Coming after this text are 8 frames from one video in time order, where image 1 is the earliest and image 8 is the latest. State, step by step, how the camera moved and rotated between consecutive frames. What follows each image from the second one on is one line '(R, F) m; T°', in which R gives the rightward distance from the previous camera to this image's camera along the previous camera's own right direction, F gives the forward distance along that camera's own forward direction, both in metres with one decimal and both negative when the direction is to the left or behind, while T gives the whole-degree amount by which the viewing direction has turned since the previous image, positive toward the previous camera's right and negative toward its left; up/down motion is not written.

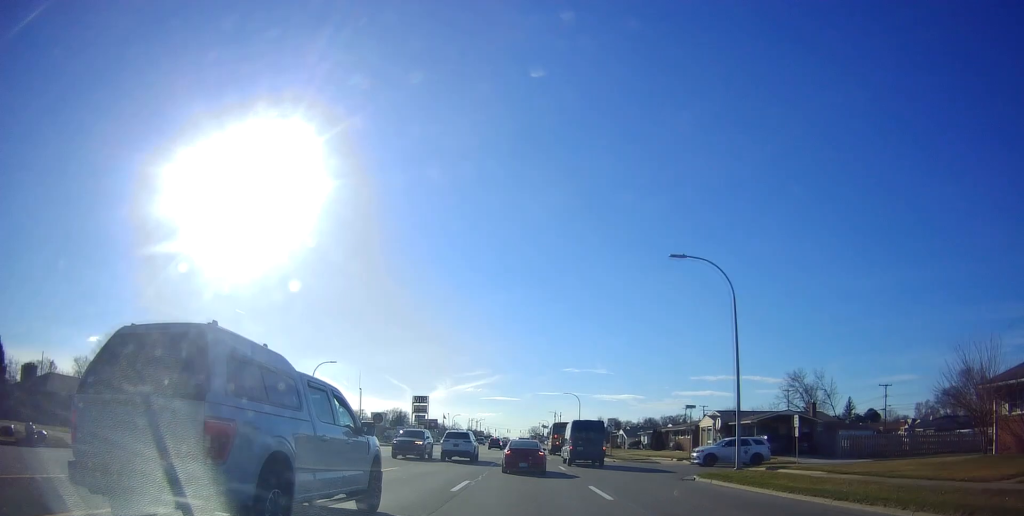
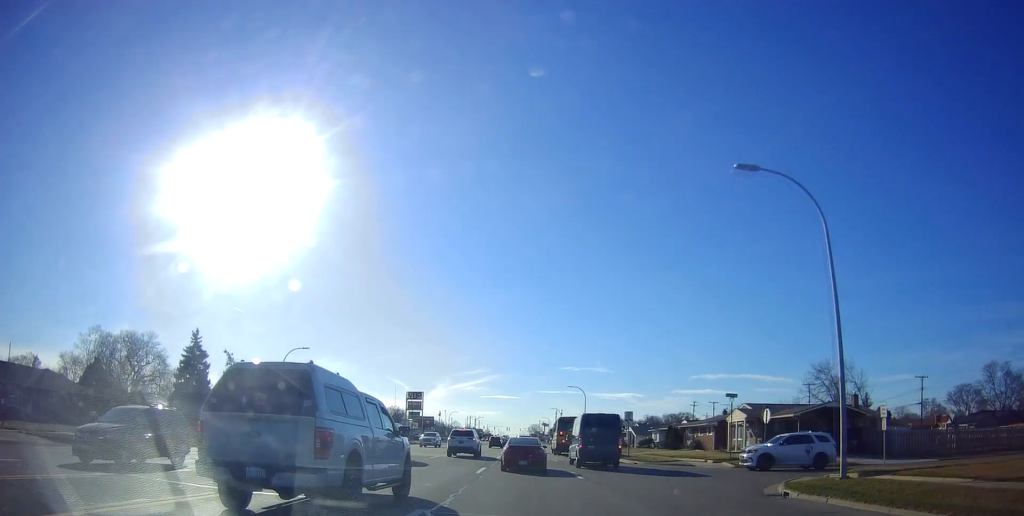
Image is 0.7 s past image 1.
(-0.1, +9.7) m; -1°
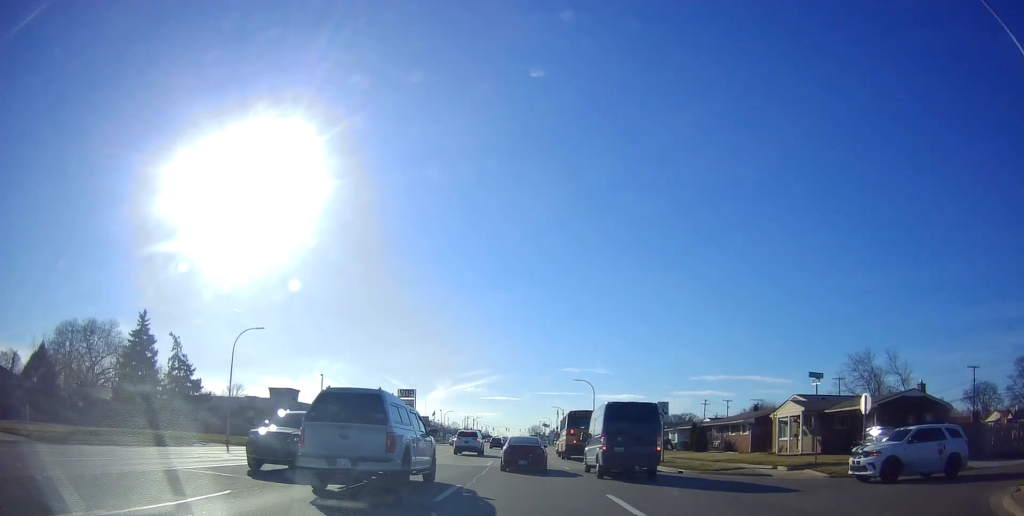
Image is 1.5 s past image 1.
(-0.1, +11.4) m; 0°
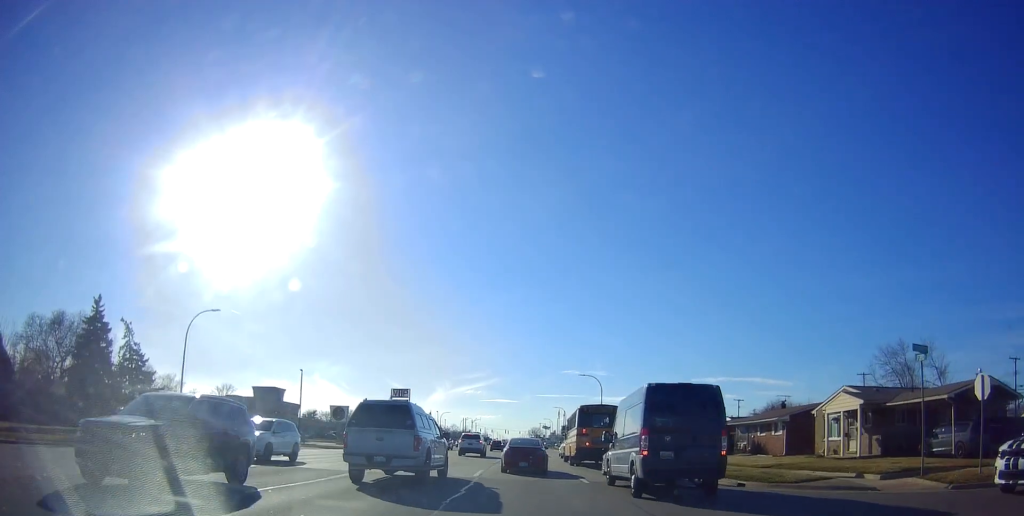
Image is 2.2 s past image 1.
(0.0, +8.1) m; +1°
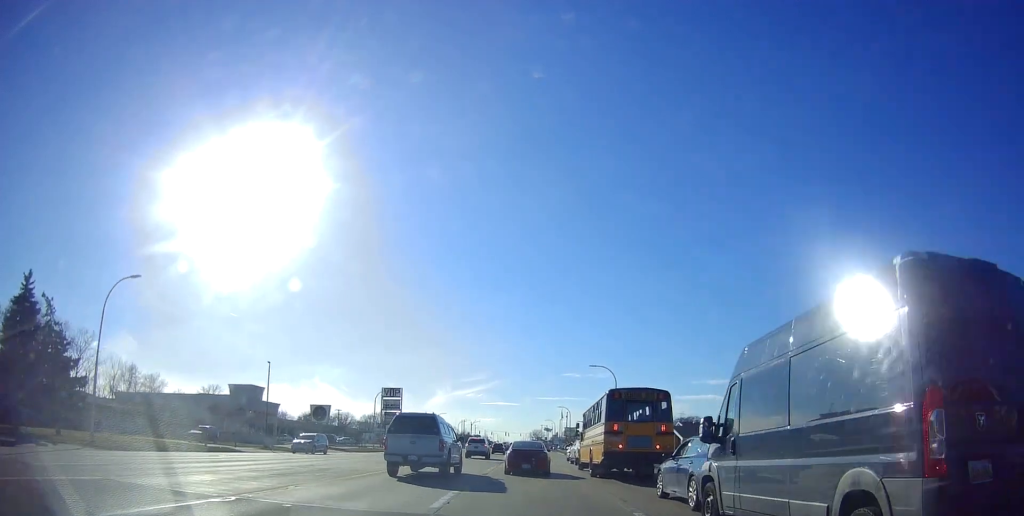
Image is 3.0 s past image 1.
(+0.2, +11.1) m; +1°
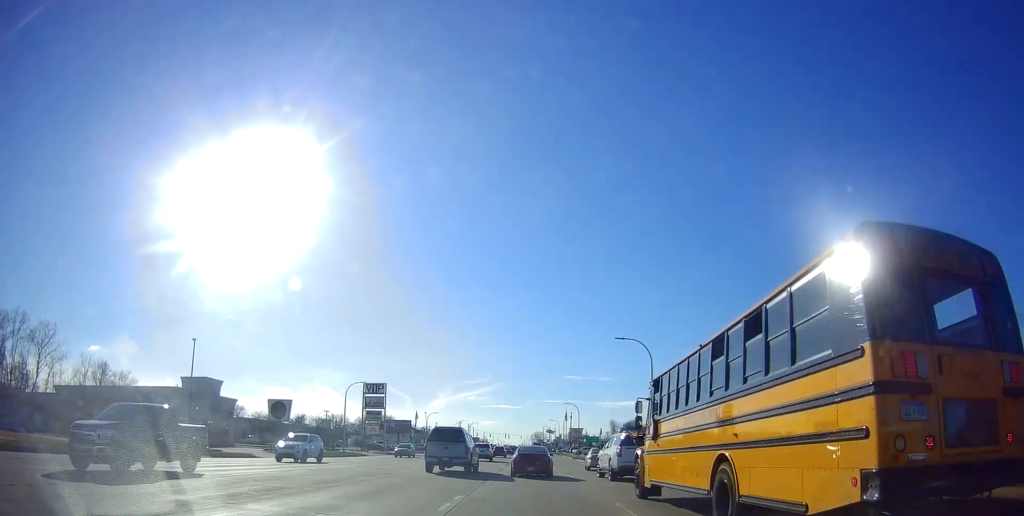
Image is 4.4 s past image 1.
(+0.1, +16.2) m; +1°
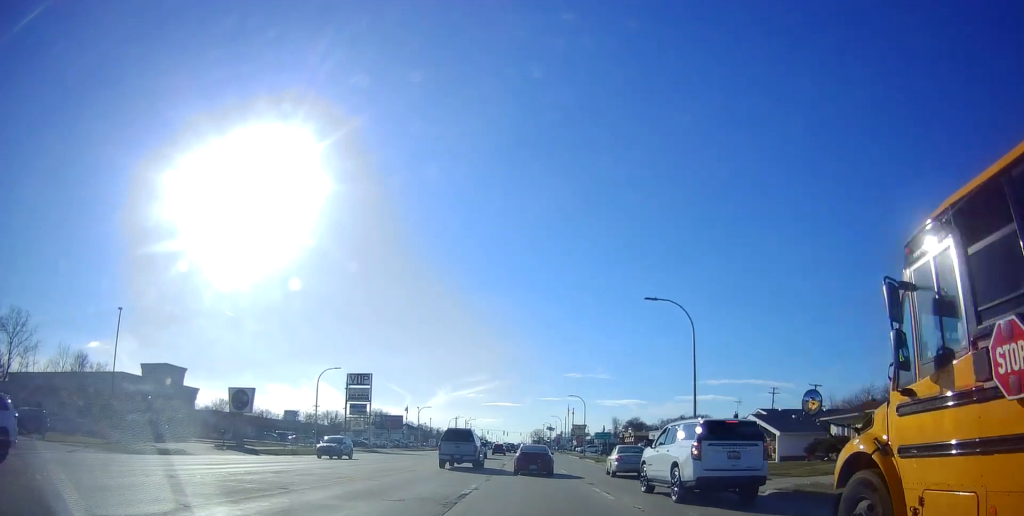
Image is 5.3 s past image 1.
(0.0, +8.7) m; 0°
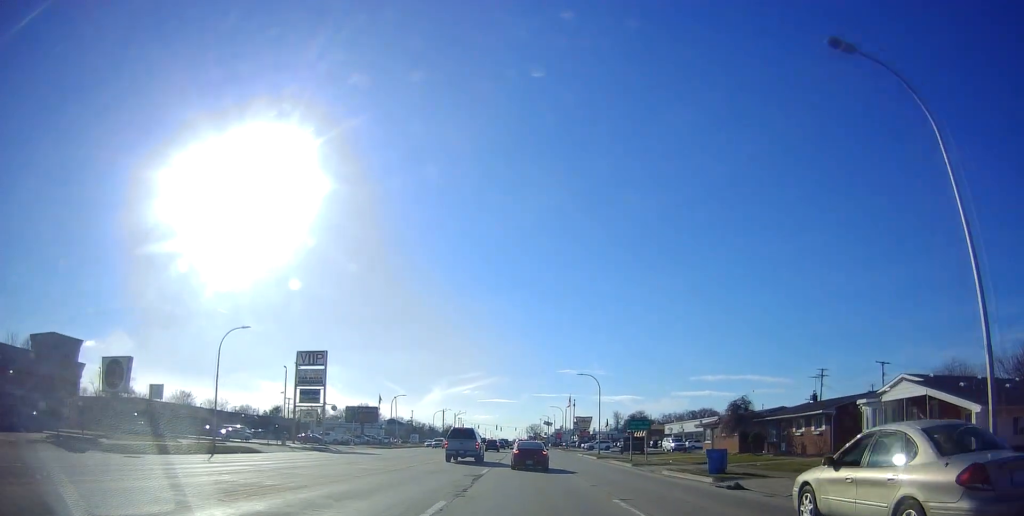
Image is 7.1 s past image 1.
(-0.1, +17.5) m; -2°
